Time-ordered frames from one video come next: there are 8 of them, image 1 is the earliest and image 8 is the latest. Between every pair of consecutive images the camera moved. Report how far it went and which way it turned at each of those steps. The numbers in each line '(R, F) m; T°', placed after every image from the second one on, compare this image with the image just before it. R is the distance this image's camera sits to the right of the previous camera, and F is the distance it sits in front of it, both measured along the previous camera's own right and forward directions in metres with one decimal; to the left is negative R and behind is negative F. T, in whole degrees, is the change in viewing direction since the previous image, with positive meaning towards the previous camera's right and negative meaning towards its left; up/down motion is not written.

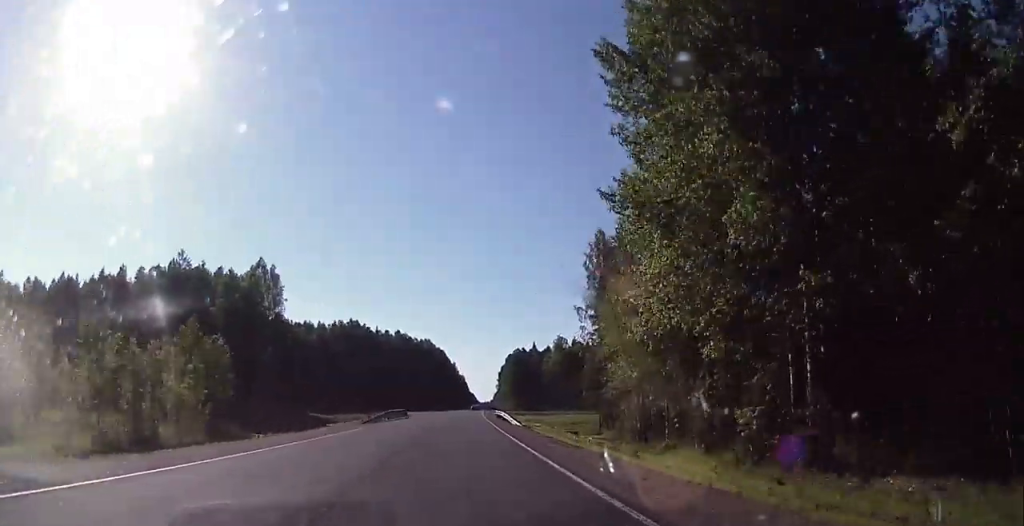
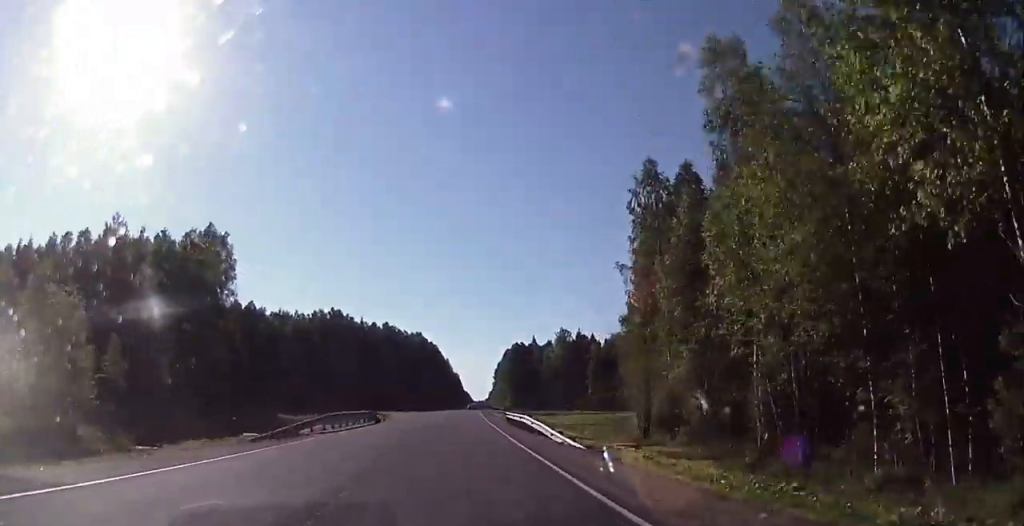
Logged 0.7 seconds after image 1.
(+0.3, +21.0) m; 0°
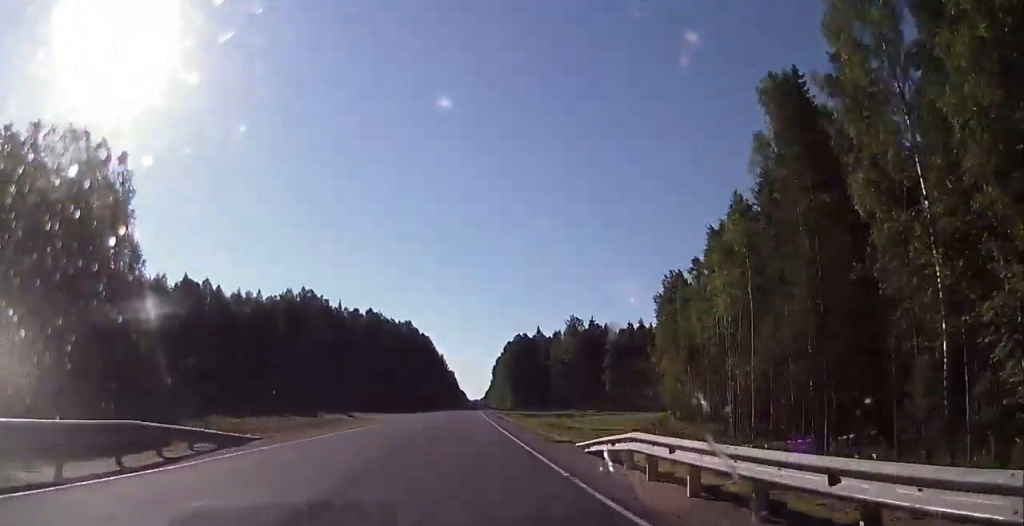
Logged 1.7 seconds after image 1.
(0.0, +30.0) m; 0°
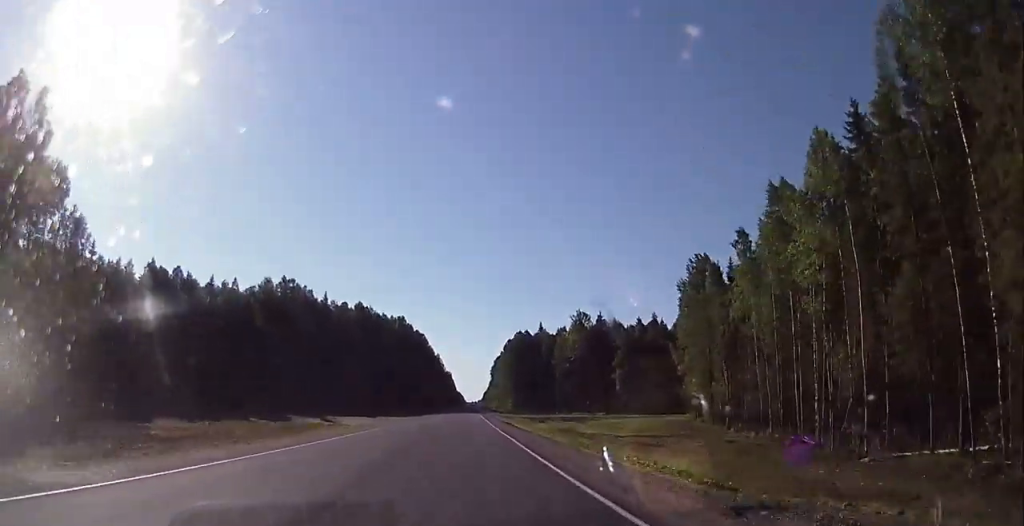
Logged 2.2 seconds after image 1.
(-0.1, +14.0) m; 0°
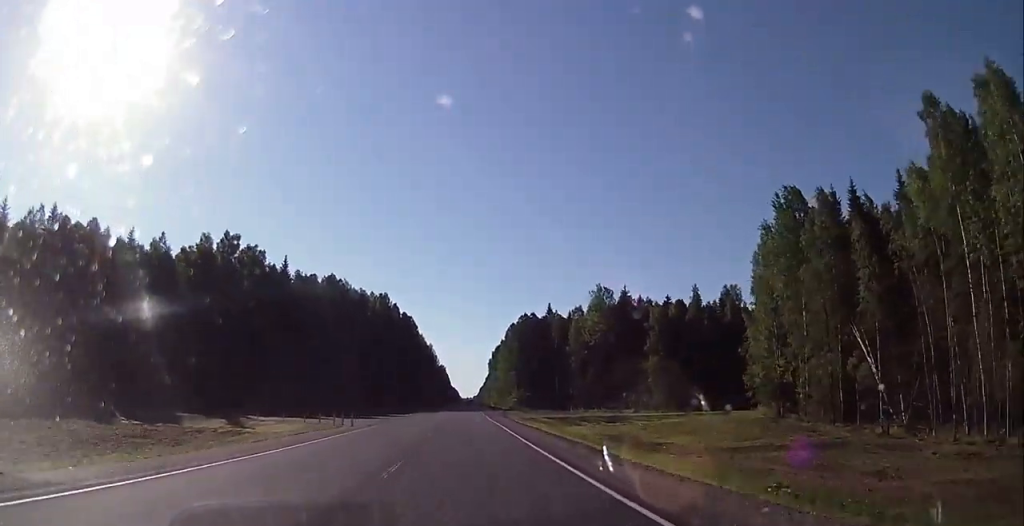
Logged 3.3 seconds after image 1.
(+0.1, +33.1) m; +1°
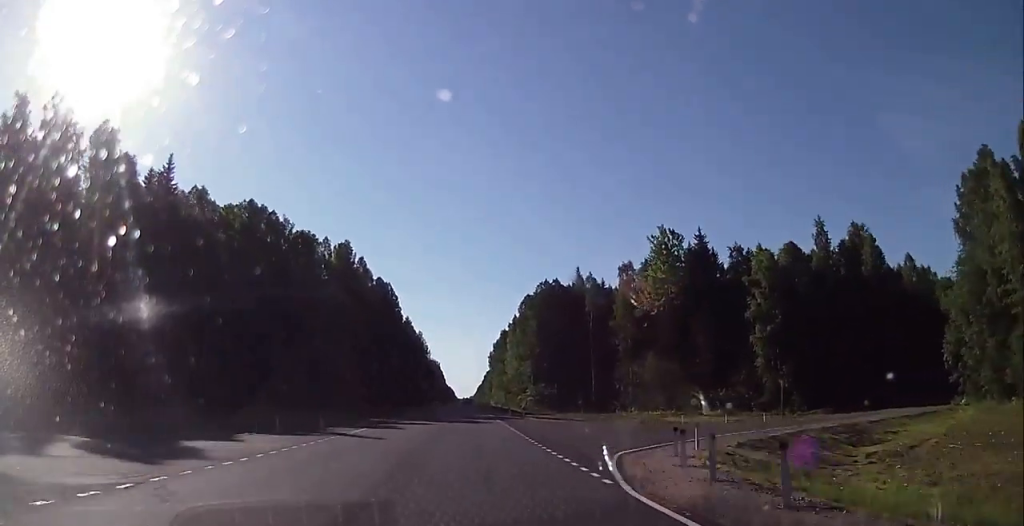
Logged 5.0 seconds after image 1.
(+0.7, +51.3) m; +1°
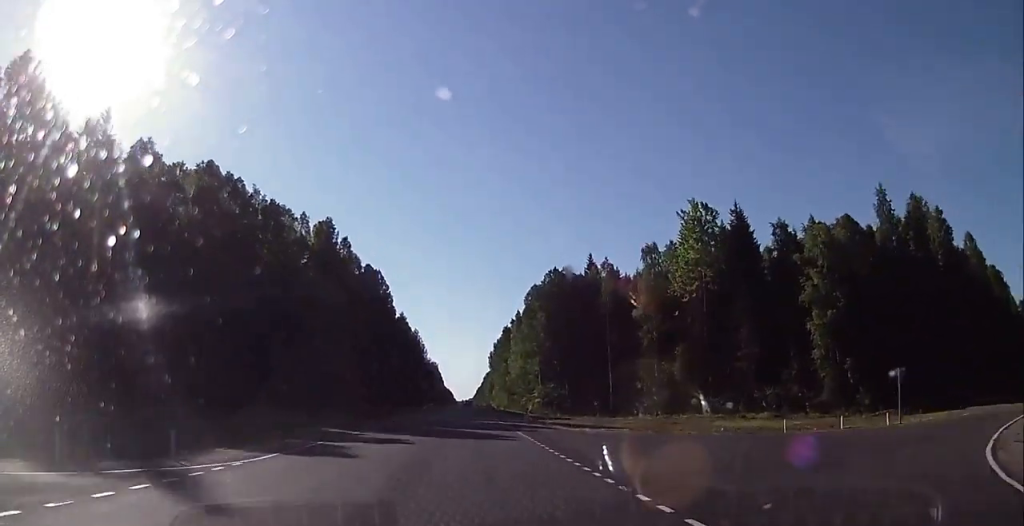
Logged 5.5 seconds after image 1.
(0.0, +15.2) m; 0°
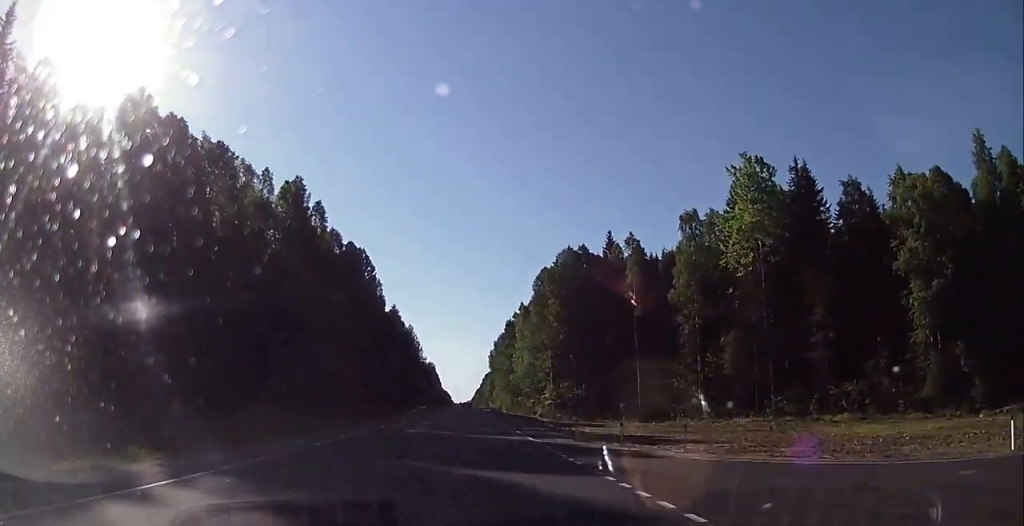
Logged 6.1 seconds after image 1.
(0.0, +18.3) m; 0°
